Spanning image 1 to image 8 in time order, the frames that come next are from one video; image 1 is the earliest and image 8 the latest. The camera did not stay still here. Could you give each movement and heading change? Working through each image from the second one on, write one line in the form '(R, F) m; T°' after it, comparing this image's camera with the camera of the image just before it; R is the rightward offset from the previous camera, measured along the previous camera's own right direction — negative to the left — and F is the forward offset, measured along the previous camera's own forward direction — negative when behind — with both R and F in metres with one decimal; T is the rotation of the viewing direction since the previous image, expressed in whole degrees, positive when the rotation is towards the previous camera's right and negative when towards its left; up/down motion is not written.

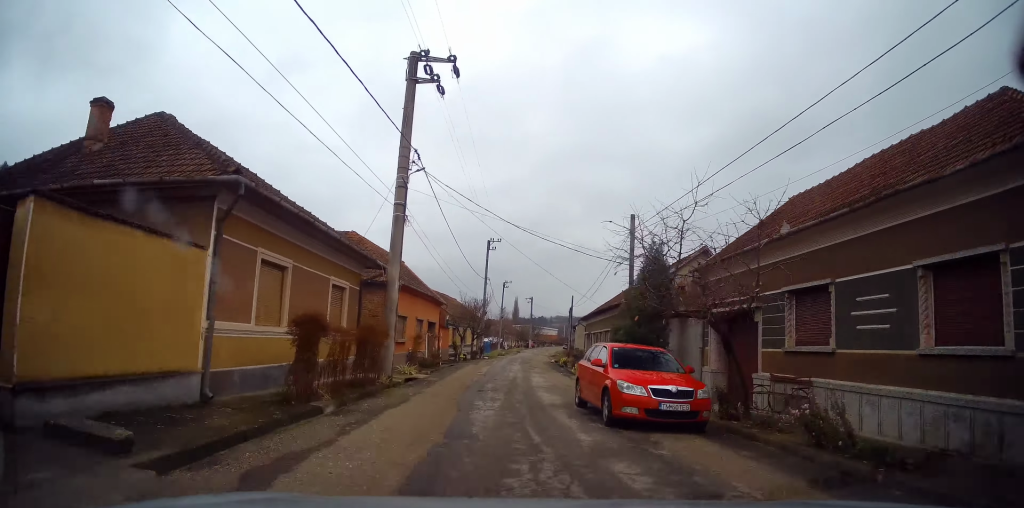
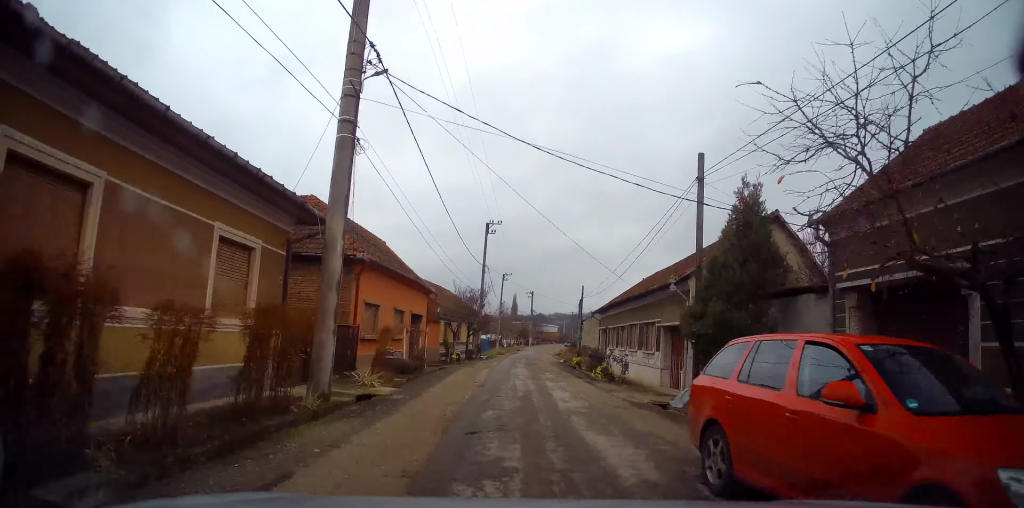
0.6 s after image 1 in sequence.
(-0.1, +7.4) m; +1°
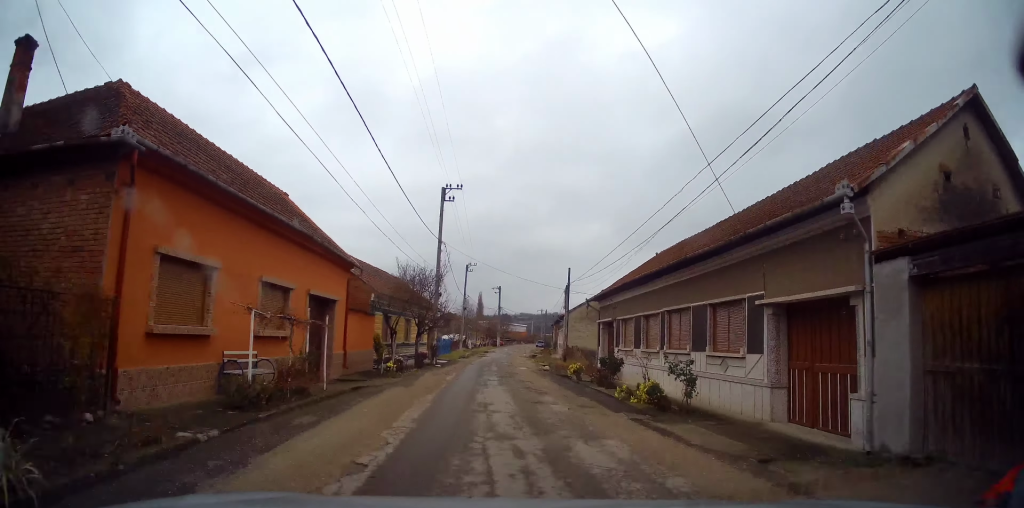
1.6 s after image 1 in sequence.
(+0.3, +11.8) m; +2°
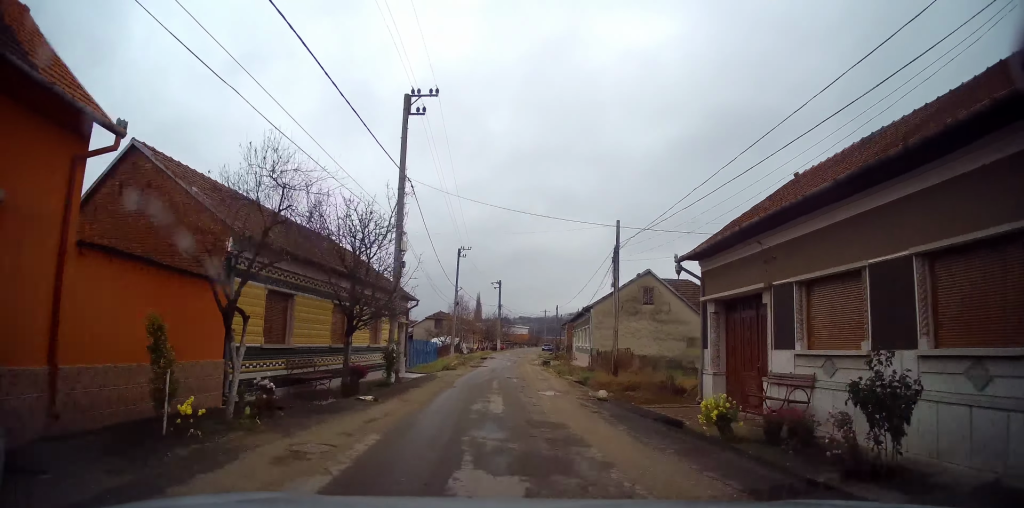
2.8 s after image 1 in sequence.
(+0.1, +15.2) m; +1°
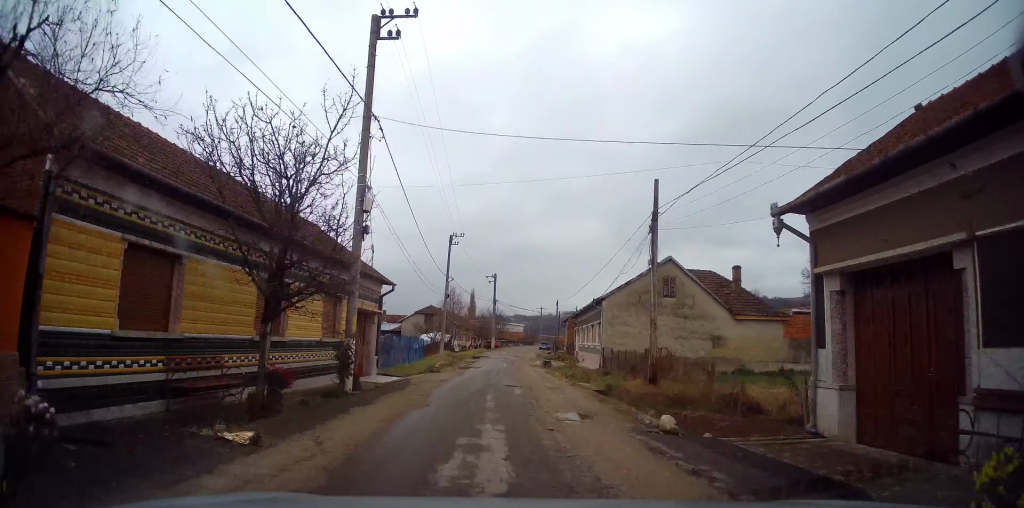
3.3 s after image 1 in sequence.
(+0.1, +5.7) m; 0°
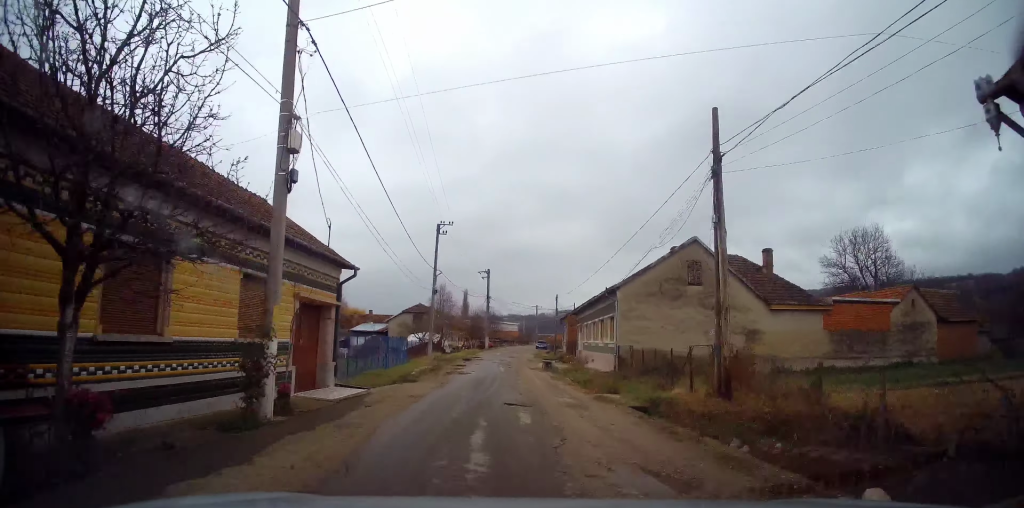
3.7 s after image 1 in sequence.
(+0.2, +5.3) m; 0°
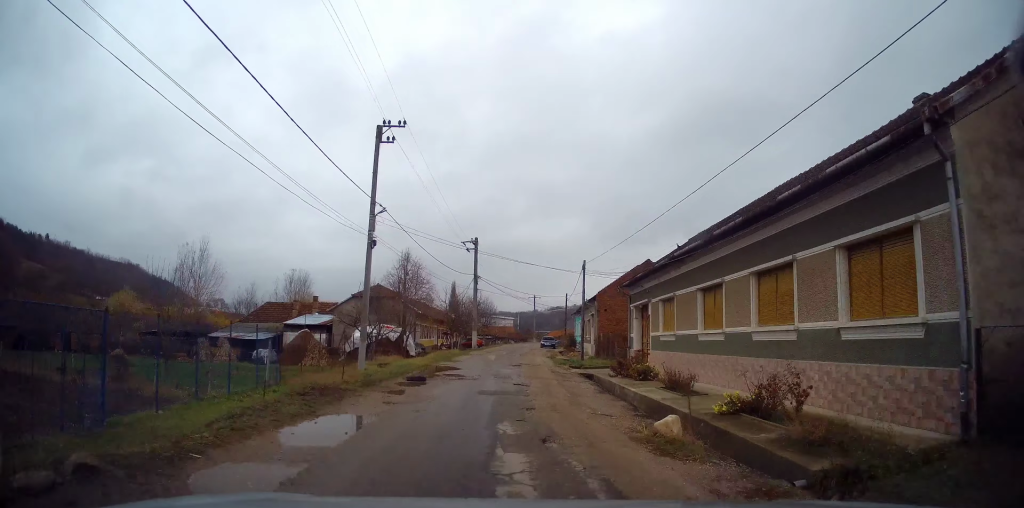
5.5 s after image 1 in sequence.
(-0.2, +21.1) m; +1°
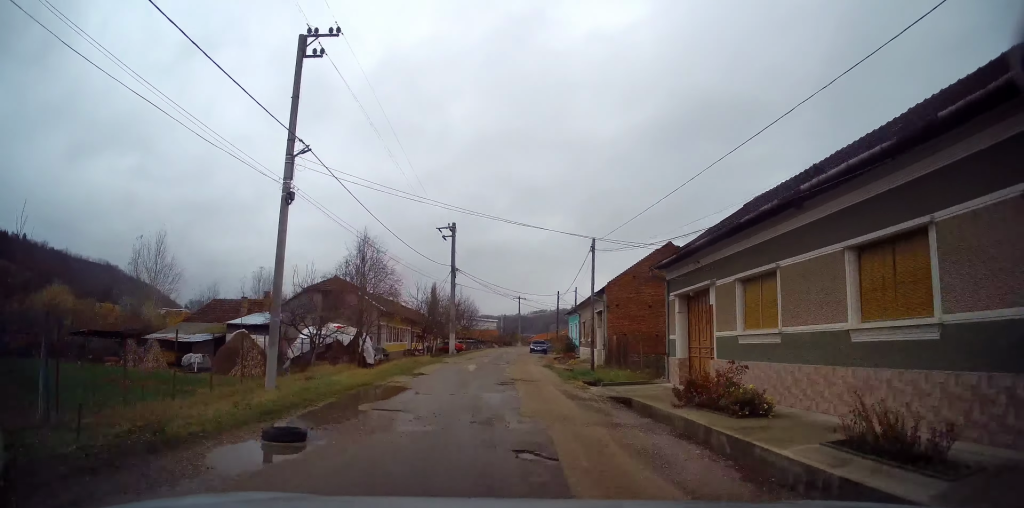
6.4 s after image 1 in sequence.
(+0.2, +9.7) m; +1°
